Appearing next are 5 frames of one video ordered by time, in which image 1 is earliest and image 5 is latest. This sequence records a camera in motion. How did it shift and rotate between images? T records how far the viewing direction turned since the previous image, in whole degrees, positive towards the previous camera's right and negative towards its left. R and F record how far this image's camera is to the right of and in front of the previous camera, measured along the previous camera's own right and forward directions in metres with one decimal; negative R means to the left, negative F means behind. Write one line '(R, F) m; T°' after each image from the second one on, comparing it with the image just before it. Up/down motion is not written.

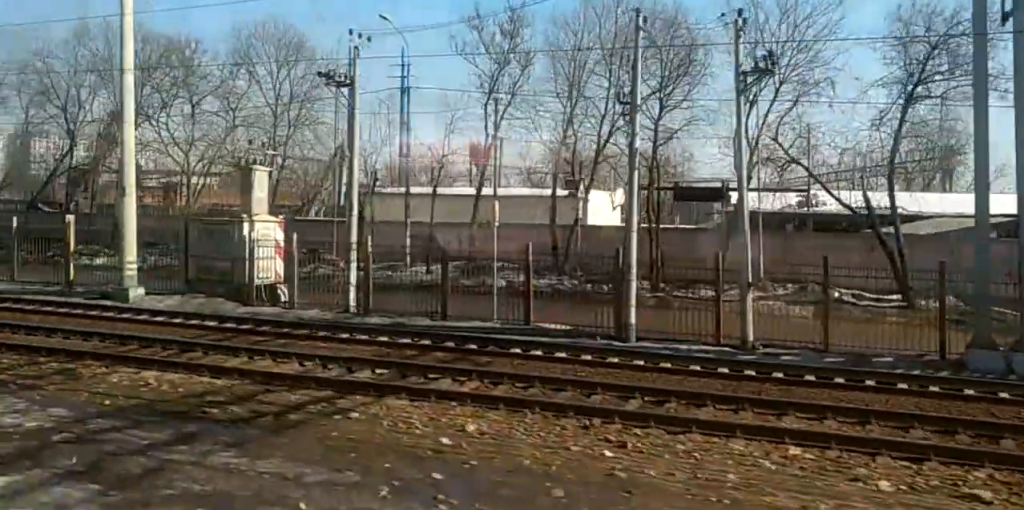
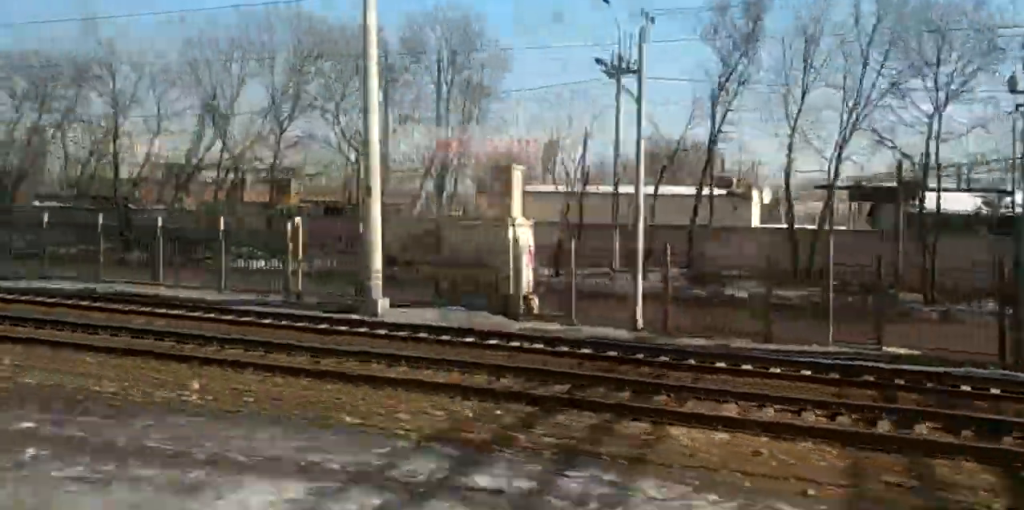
(+1.2, +7.1) m; +3°
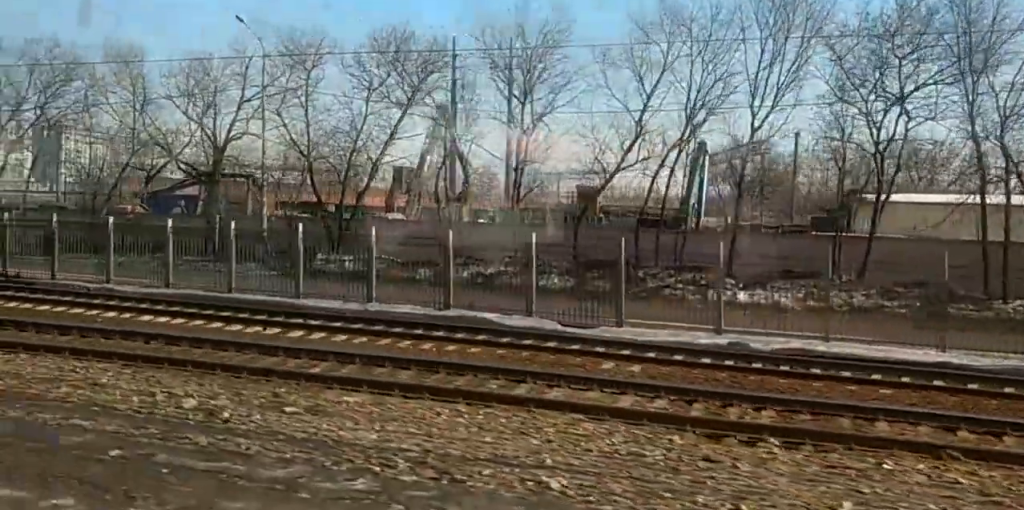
(+0.3, +19.7) m; -4°
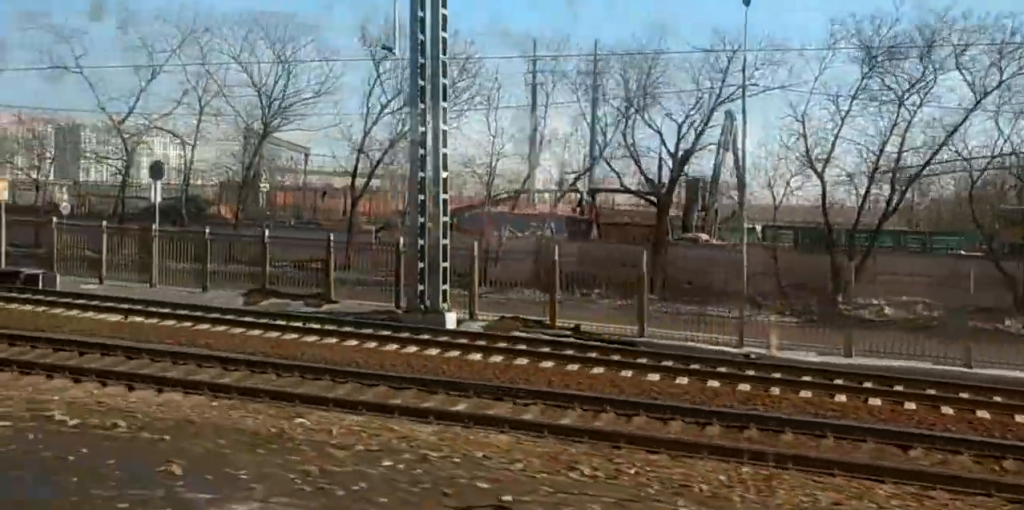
(-0.7, +19.0) m; -2°
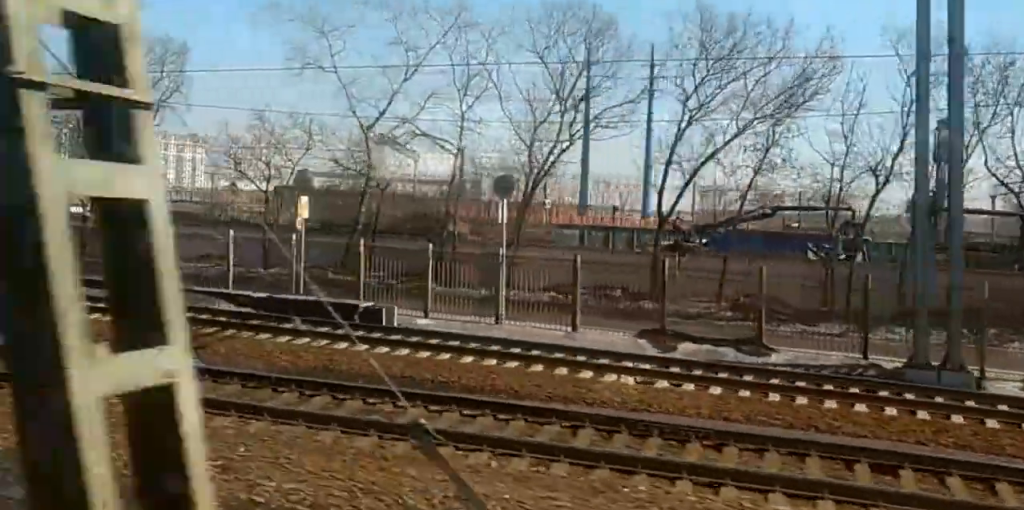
(0.0, +13.3) m; 0°
